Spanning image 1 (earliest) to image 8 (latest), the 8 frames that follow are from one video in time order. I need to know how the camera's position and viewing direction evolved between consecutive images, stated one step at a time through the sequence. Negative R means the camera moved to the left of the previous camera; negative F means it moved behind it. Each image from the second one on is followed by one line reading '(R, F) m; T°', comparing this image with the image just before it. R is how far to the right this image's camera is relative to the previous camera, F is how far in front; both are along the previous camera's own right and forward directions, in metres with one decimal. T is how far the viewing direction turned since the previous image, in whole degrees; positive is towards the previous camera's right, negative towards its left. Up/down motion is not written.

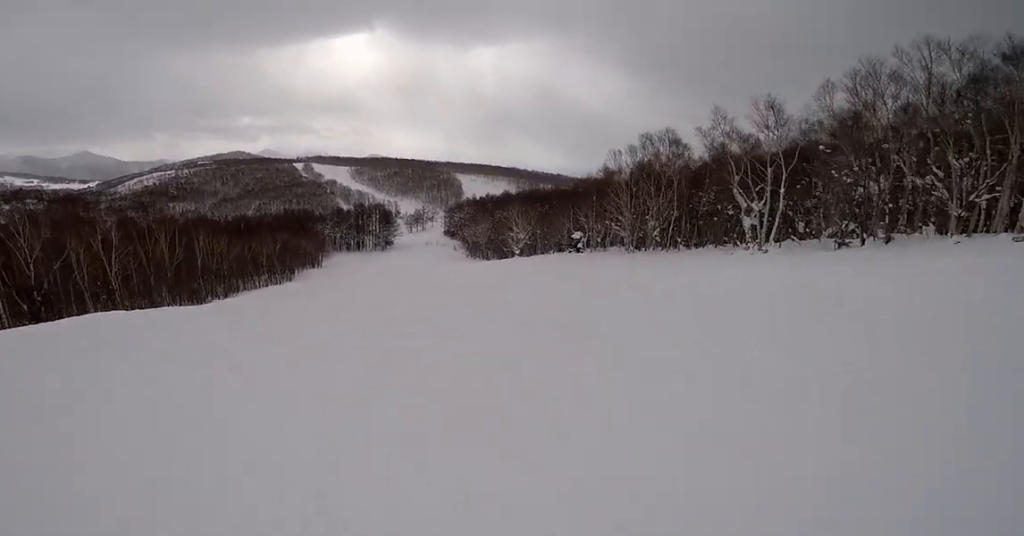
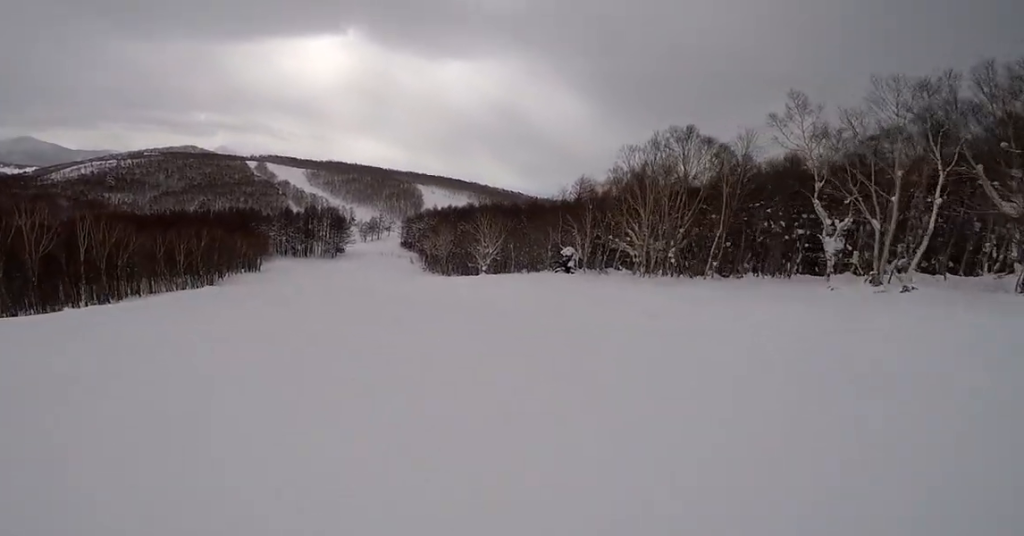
(0.0, +10.8) m; -5°
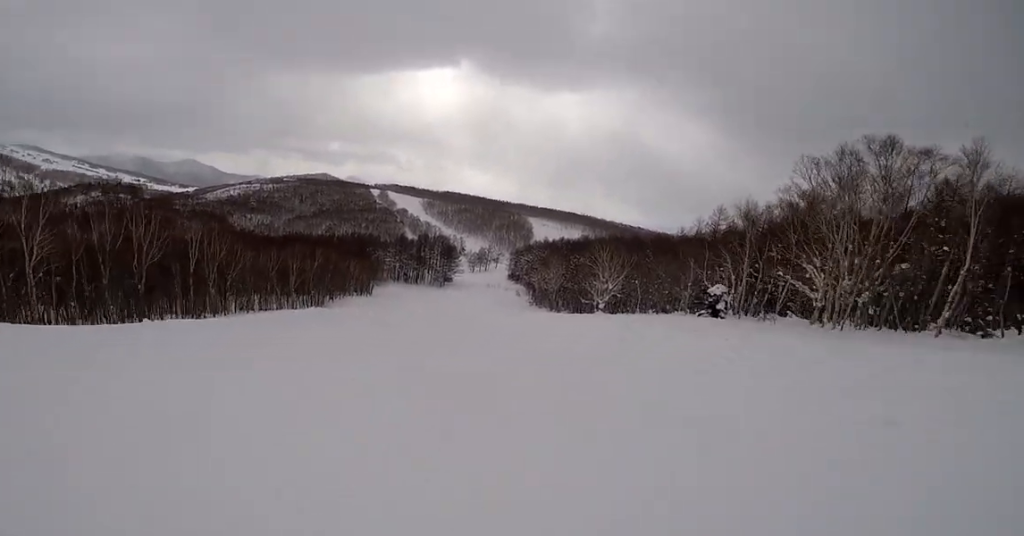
(-0.4, +5.7) m; -4°
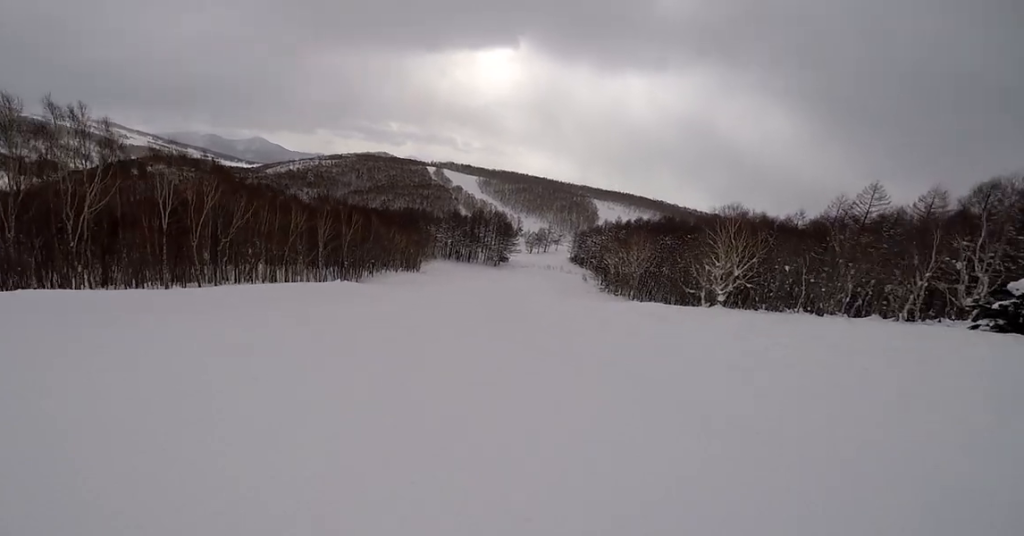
(-1.2, +15.2) m; -3°
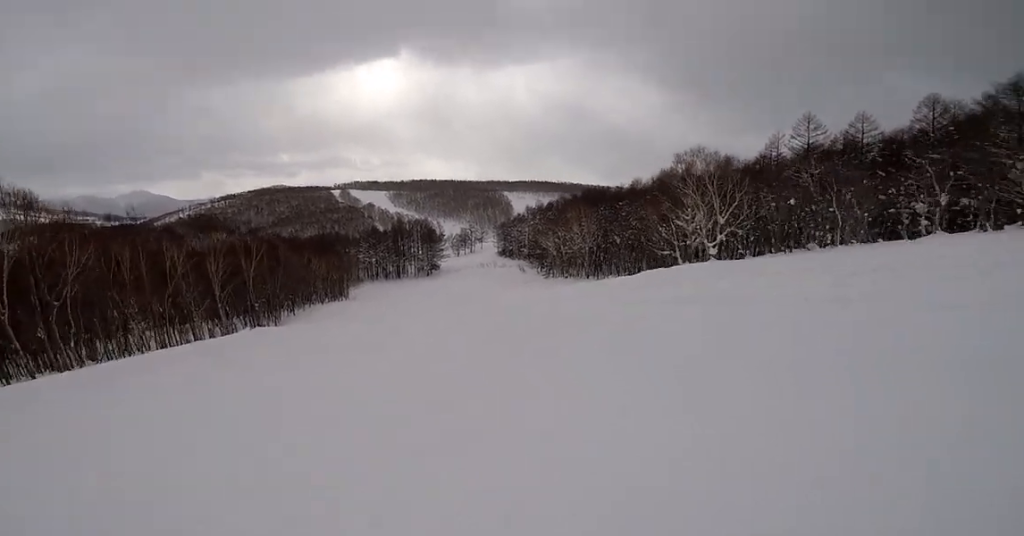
(+0.5, +10.7) m; +6°
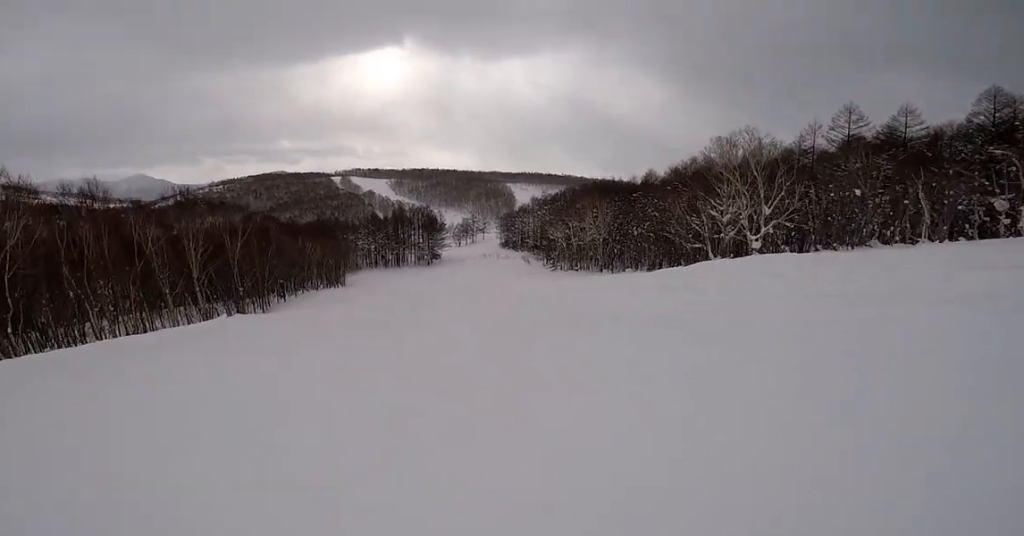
(+0.2, +5.0) m; +1°
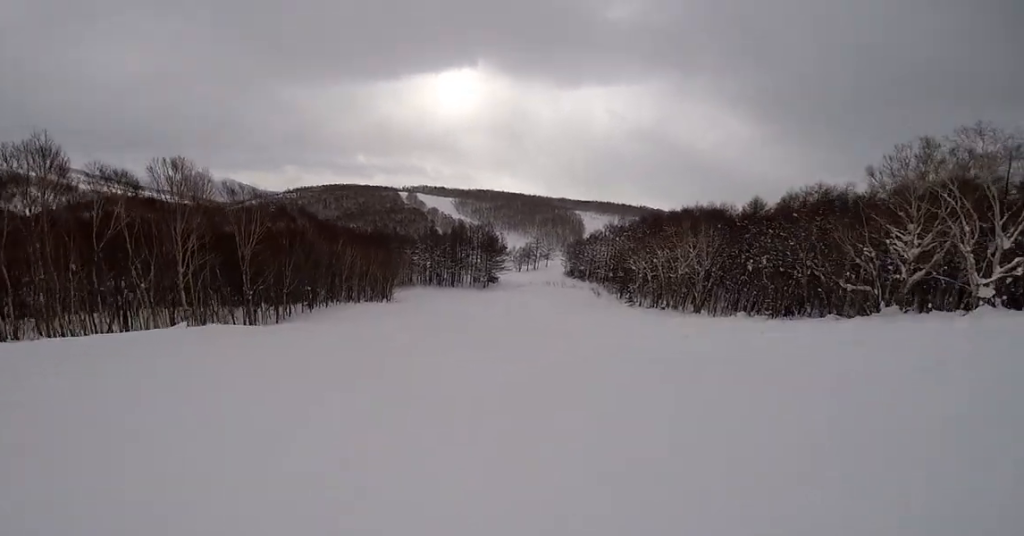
(+0.4, +12.0) m; -3°
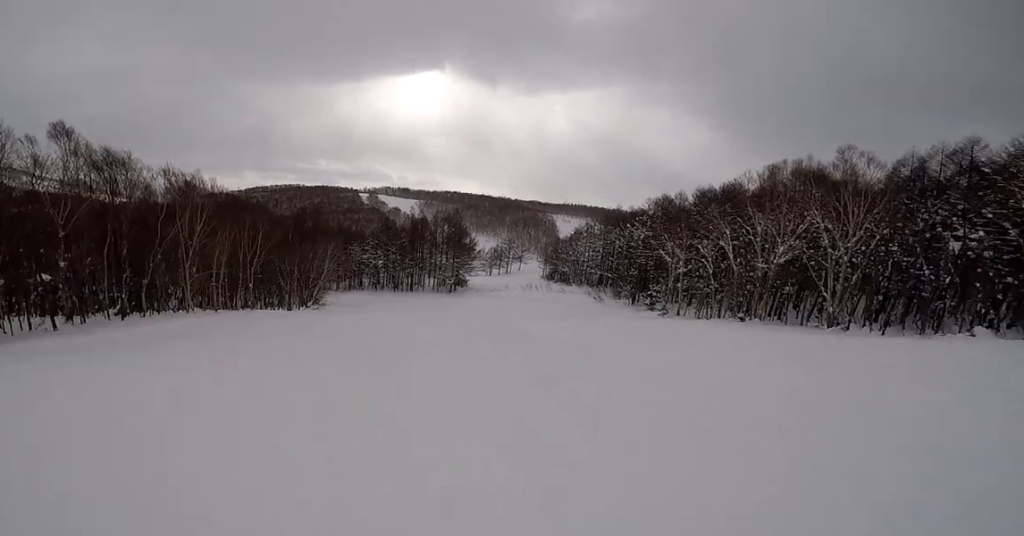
(-0.5, +29.0) m; -2°
